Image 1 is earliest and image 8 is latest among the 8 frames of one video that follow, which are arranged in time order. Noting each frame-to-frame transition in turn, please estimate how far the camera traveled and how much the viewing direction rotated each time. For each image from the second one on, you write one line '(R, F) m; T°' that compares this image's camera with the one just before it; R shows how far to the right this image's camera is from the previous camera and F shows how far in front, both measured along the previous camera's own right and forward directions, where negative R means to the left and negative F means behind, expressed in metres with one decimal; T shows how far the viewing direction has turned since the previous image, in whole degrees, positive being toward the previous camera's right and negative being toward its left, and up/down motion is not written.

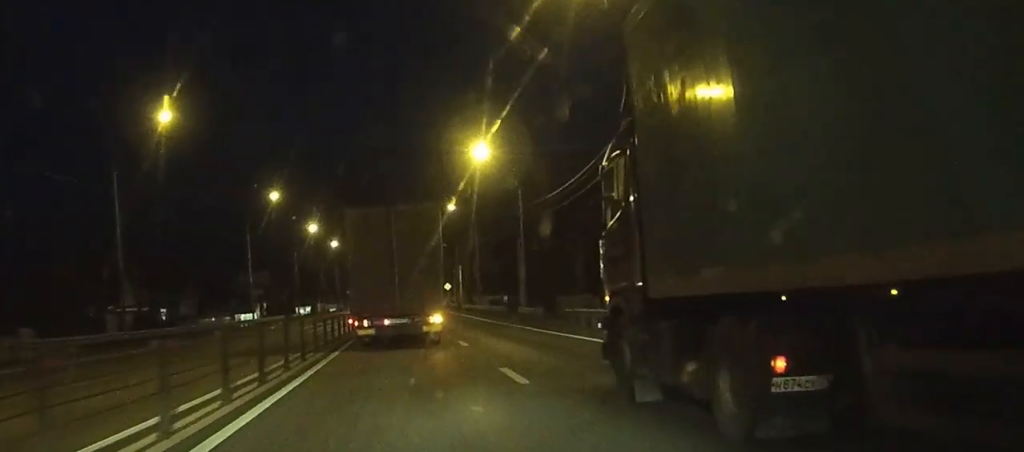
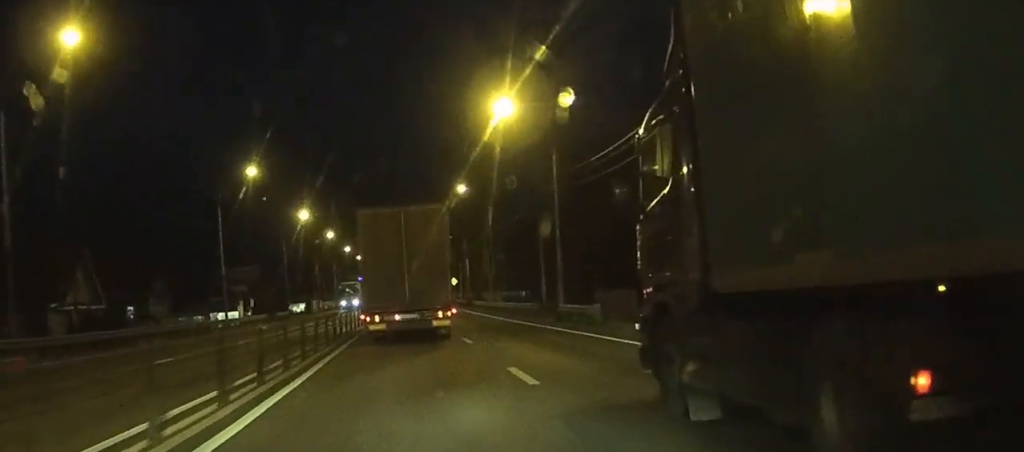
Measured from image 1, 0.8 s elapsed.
(0.0, +12.2) m; -1°
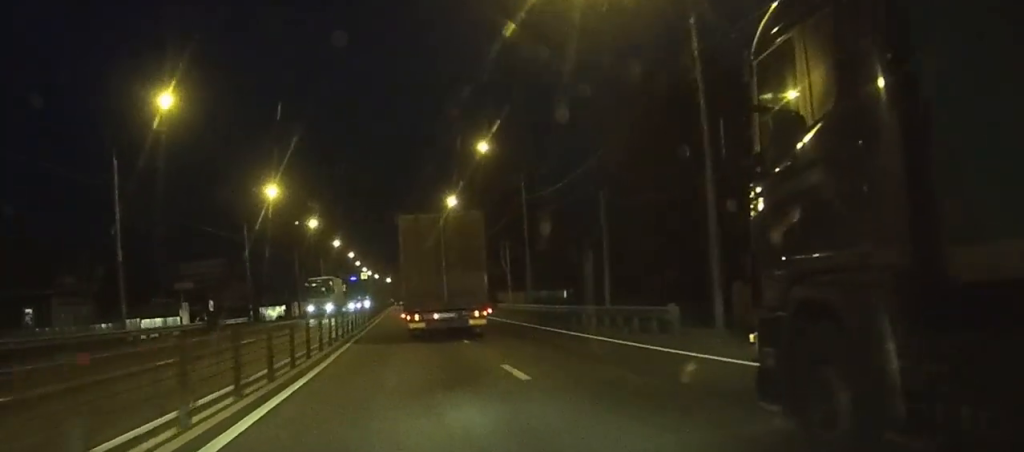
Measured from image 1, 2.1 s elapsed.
(-0.5, +22.2) m; -2°
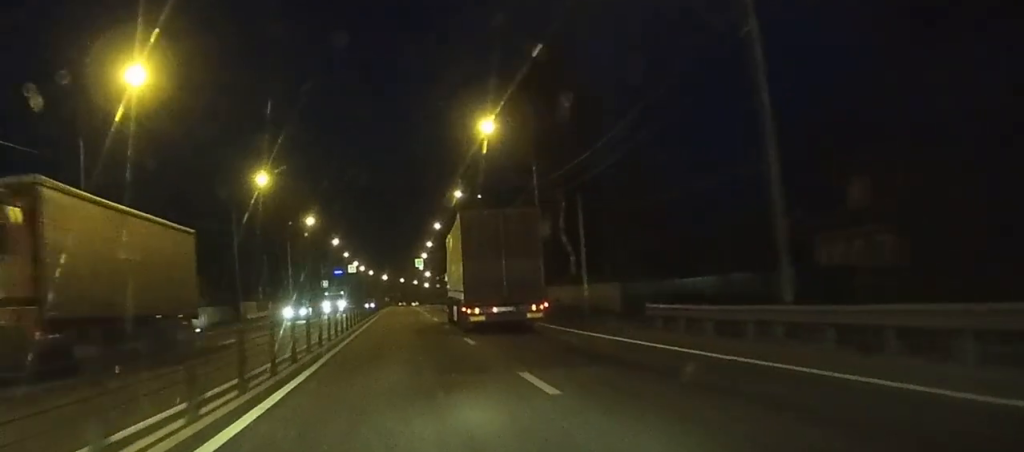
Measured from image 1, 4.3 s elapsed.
(-0.2, +36.4) m; 0°
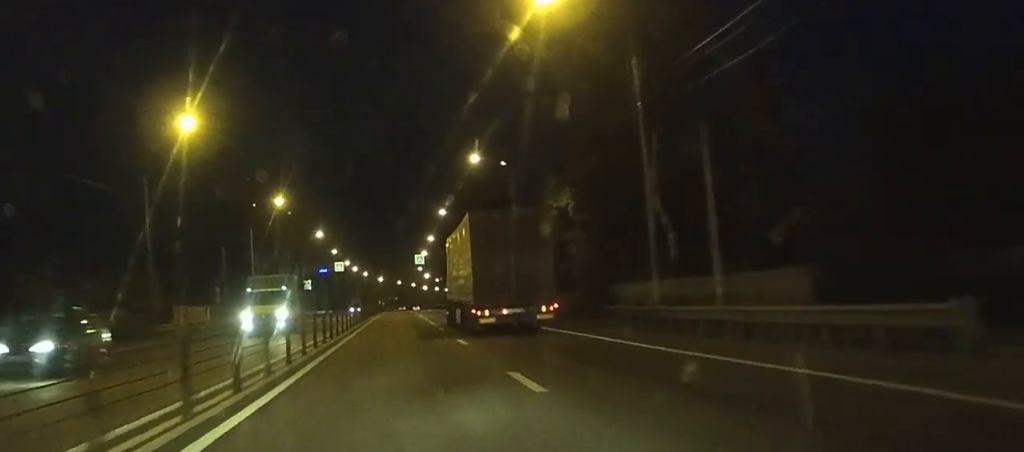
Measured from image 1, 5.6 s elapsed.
(0.0, +22.5) m; 0°
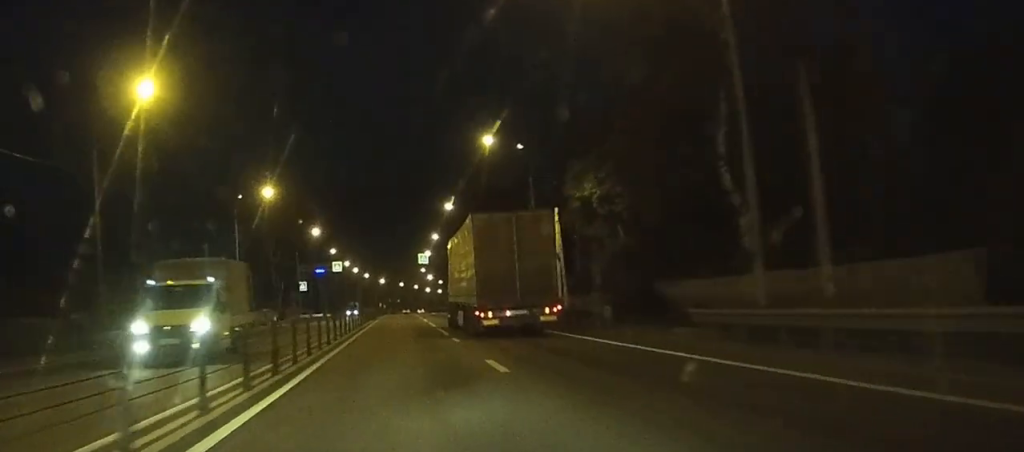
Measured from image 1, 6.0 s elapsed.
(0.0, +8.0) m; 0°
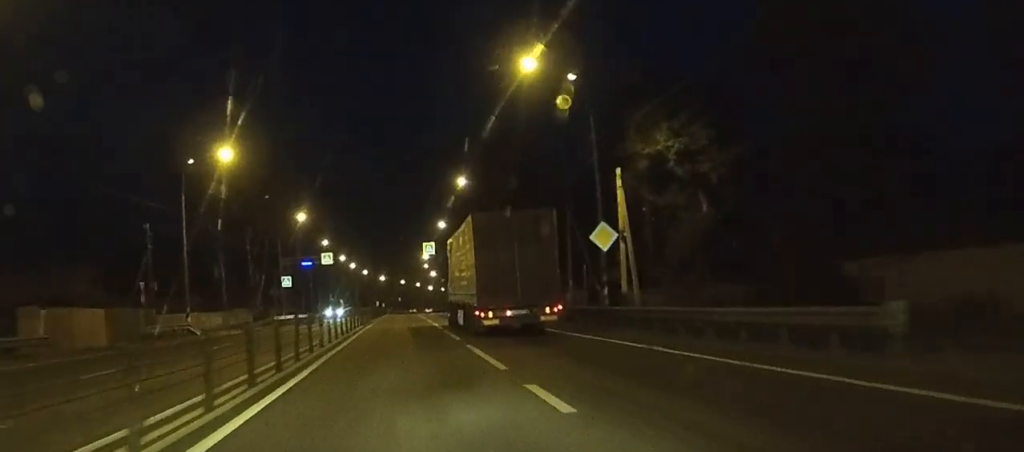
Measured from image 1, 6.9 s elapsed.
(+0.1, +17.5) m; 0°
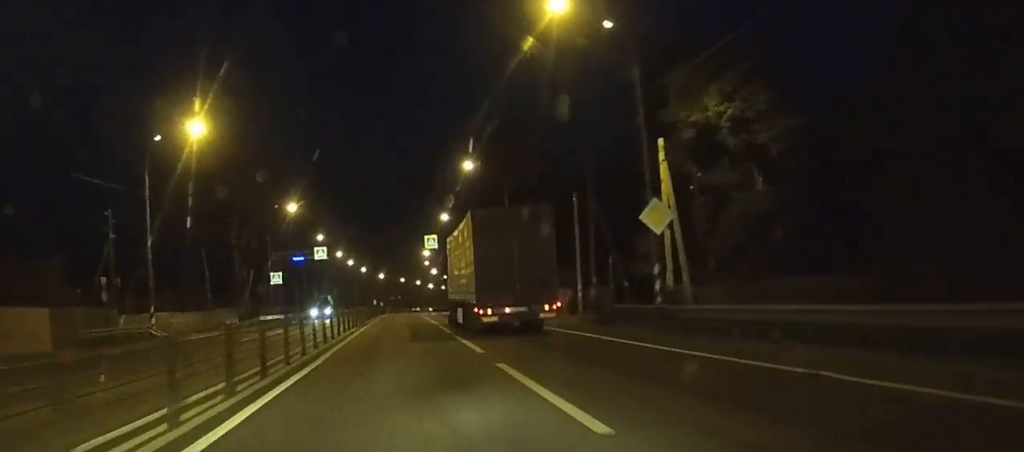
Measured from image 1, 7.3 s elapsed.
(0.0, +7.7) m; 0°
